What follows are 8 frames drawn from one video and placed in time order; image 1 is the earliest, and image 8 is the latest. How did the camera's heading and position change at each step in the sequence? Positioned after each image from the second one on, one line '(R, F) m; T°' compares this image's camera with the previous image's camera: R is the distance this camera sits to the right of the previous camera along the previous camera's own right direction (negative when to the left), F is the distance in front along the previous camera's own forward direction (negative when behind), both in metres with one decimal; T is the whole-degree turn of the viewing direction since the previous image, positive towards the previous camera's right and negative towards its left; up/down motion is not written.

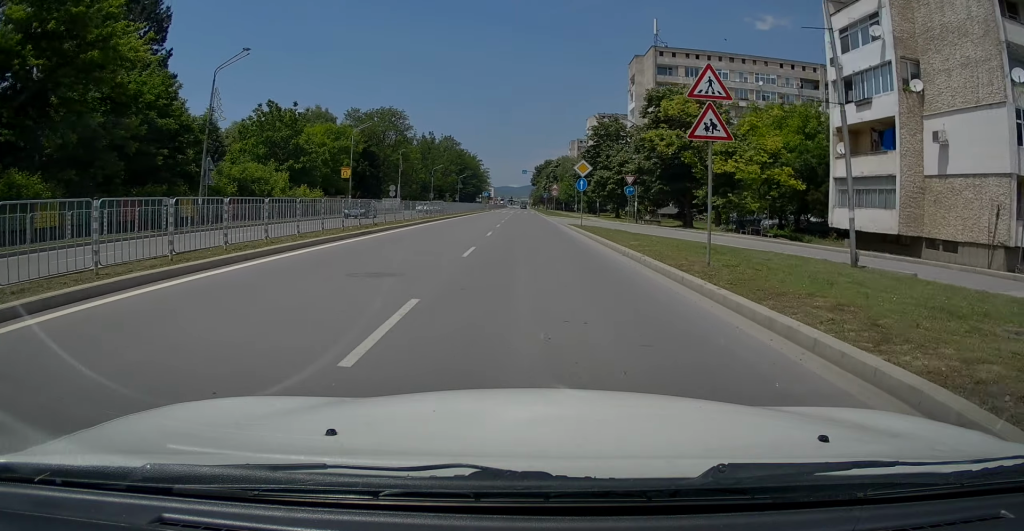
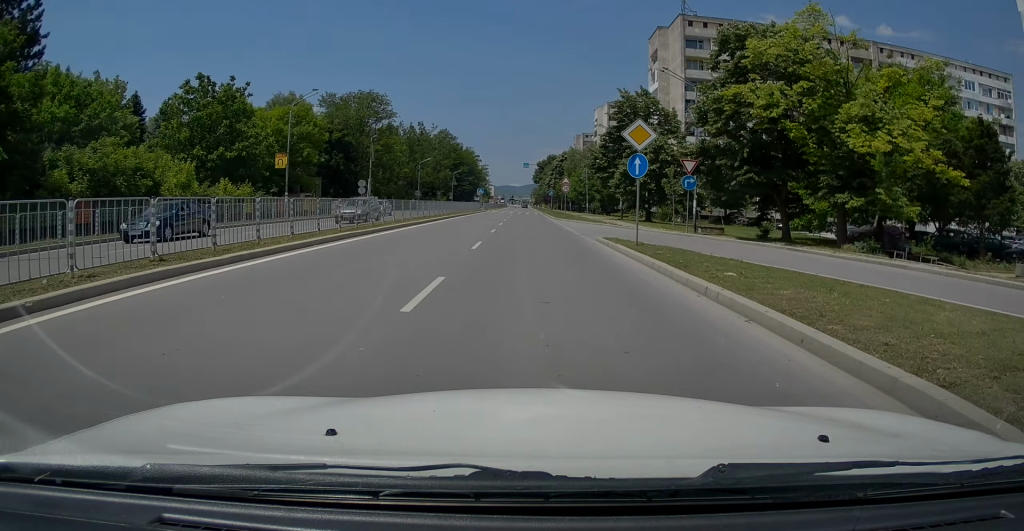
(+0.4, +15.2) m; +1°
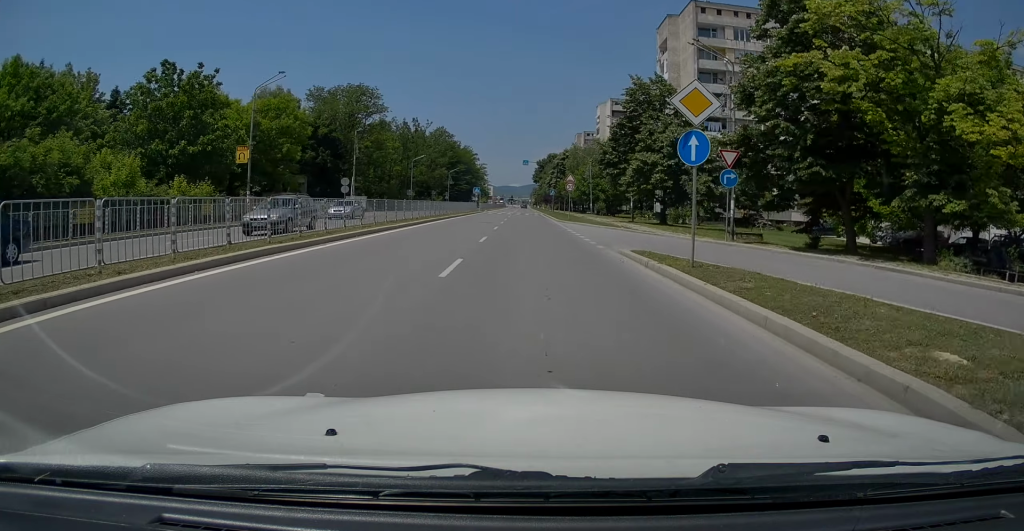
(+0.1, +5.7) m; 0°
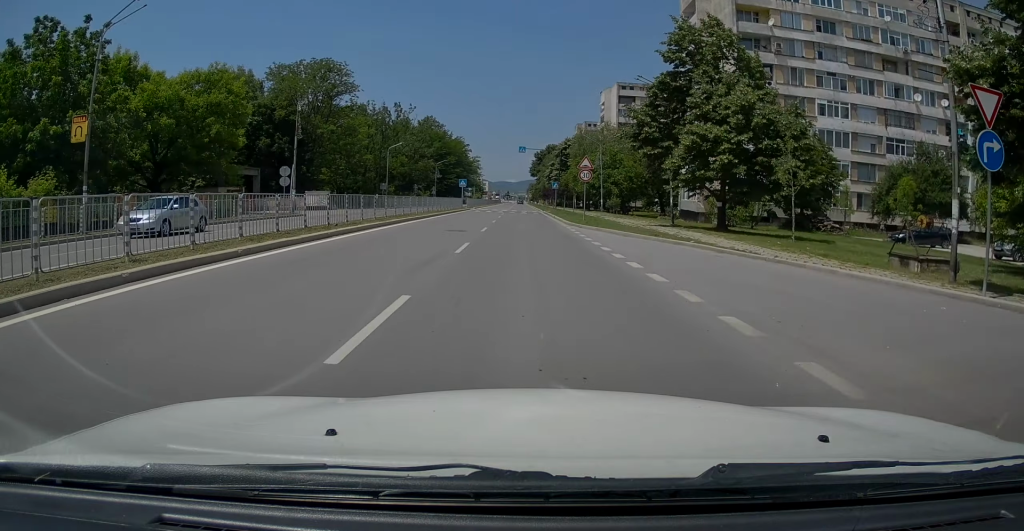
(-0.4, +14.3) m; -1°
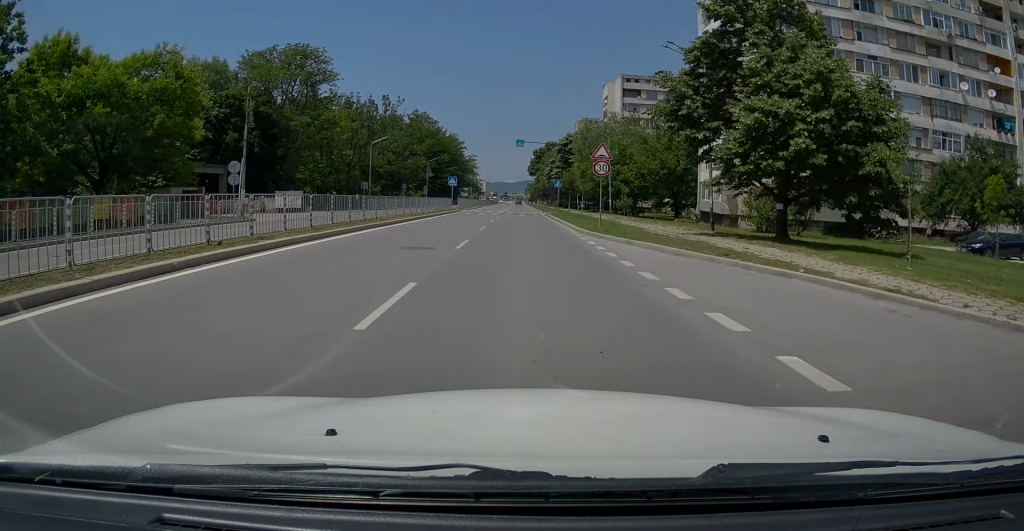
(+0.1, +8.0) m; +1°
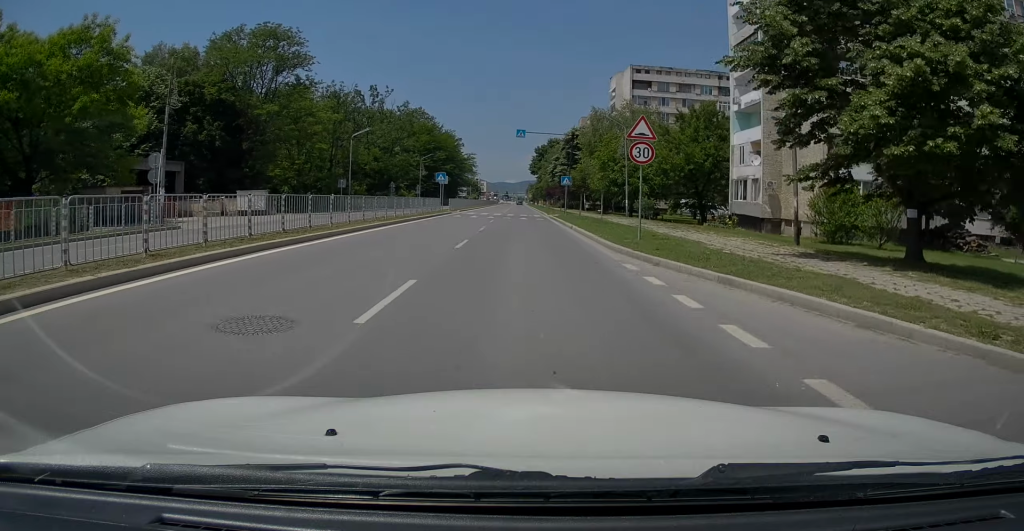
(+0.1, +8.8) m; 0°
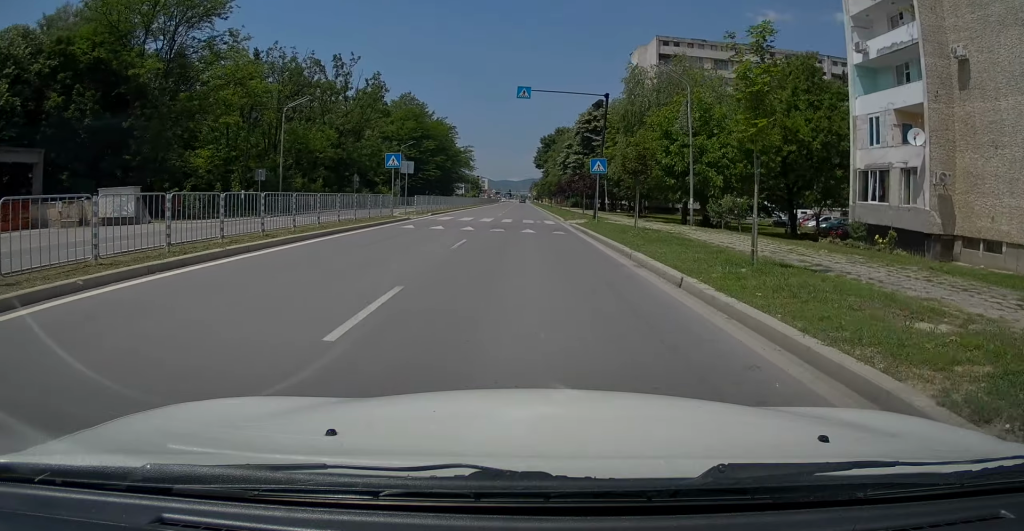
(-0.2, +18.7) m; -2°
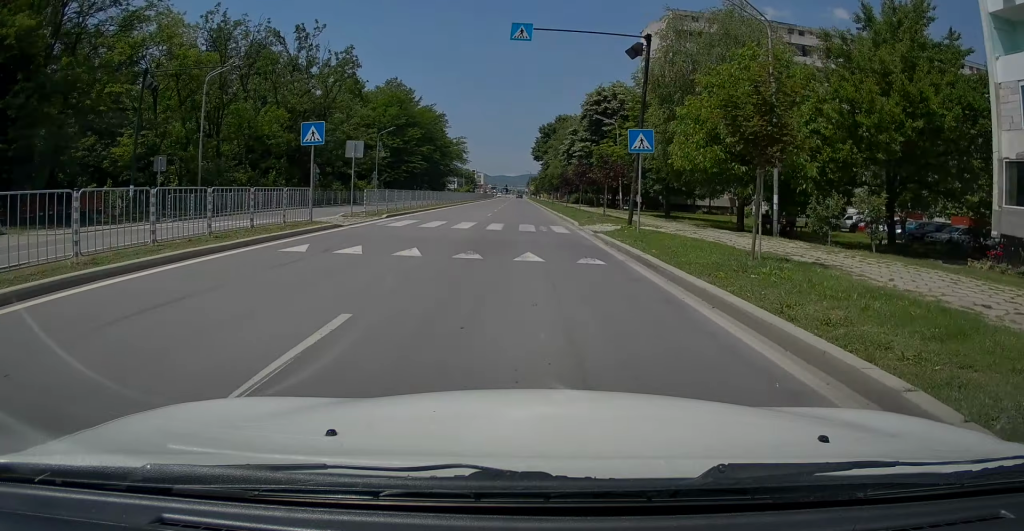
(-0.2, +11.0) m; 0°
